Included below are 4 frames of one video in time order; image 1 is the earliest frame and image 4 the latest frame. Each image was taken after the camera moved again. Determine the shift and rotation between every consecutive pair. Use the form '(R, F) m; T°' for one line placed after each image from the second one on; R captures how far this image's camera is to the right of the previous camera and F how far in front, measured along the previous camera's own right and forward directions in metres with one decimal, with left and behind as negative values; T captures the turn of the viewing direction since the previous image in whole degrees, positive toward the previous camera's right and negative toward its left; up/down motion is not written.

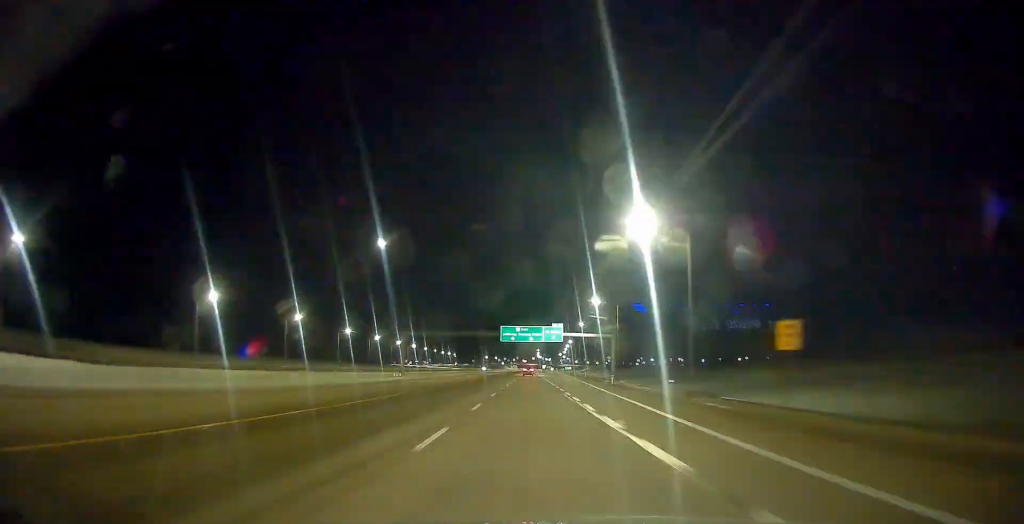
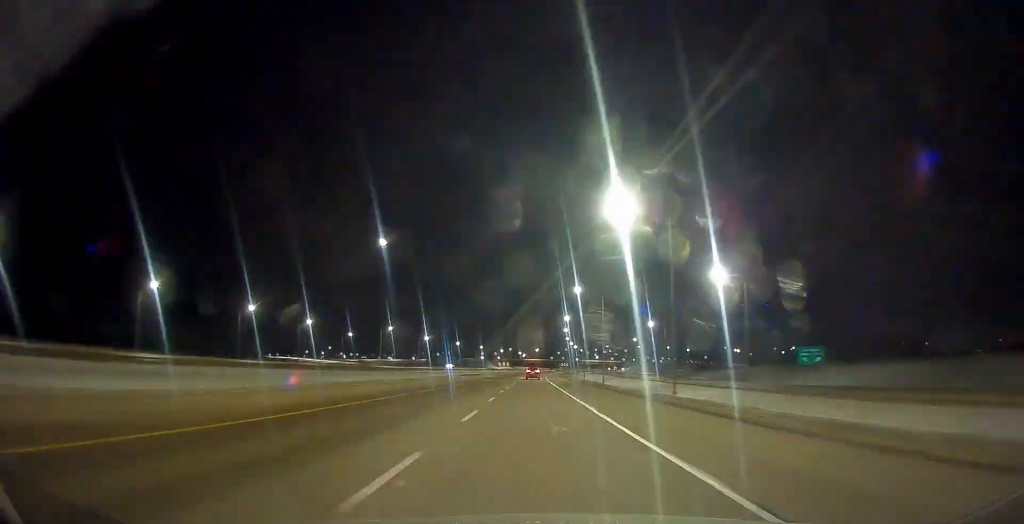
(+4.6, +434.6) m; +3°
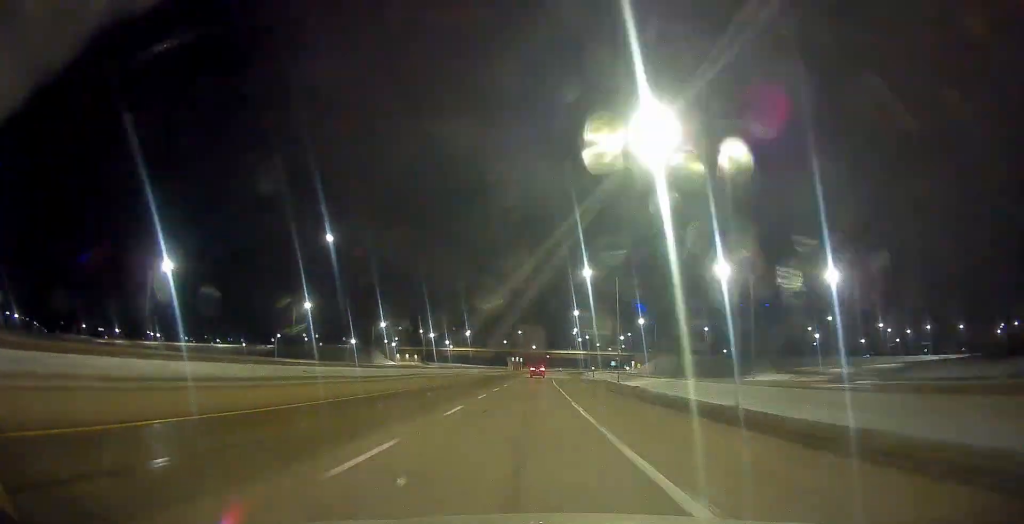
(+10.5, +271.3) m; +6°
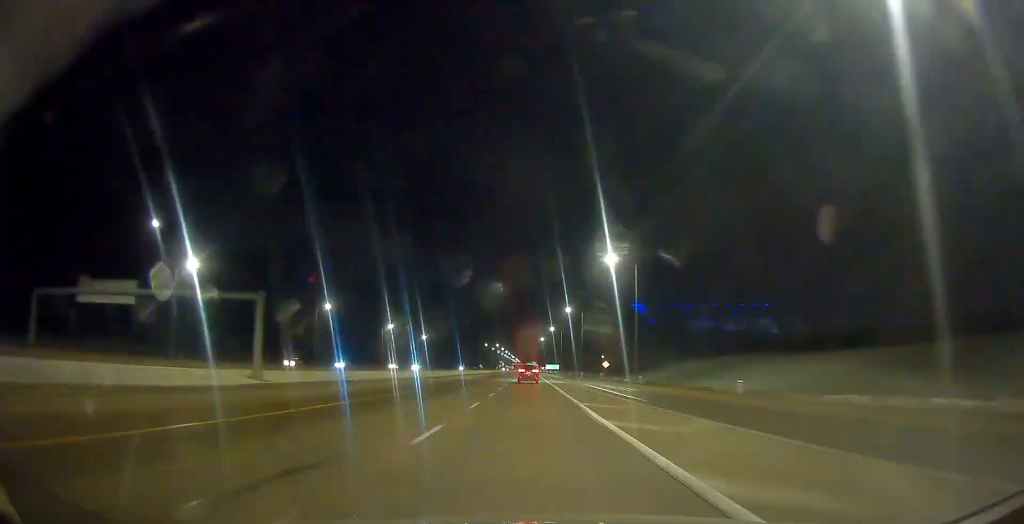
(+146.7, +877.5) m; +14°
